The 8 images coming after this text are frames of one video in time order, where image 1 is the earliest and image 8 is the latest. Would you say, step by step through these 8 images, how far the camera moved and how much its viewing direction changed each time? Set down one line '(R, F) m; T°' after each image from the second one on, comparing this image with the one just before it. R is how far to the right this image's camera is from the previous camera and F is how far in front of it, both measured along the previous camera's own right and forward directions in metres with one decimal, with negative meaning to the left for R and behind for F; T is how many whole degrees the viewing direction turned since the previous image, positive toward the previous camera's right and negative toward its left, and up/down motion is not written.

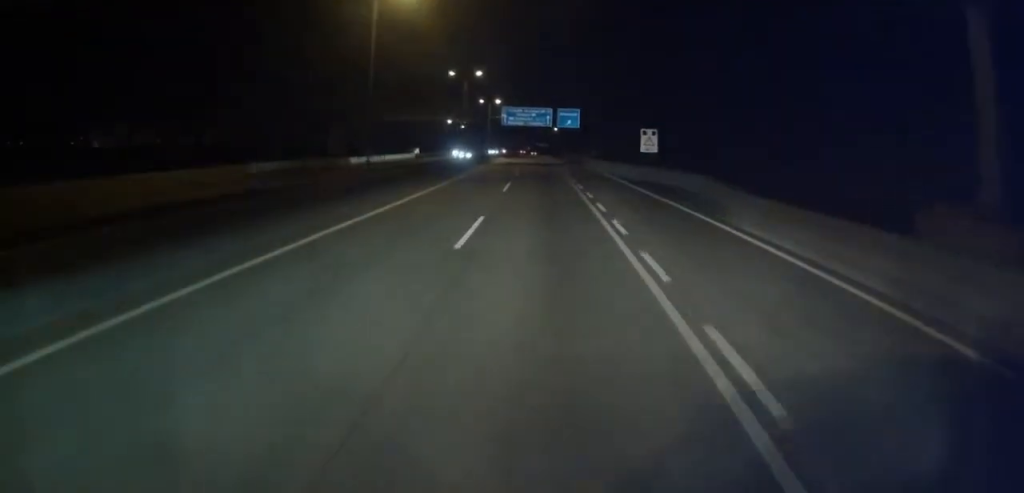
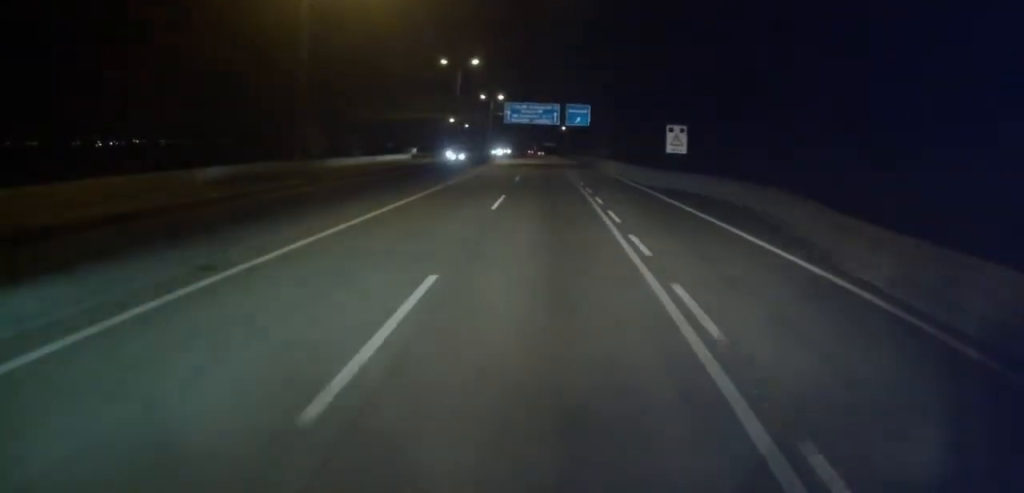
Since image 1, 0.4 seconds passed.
(+0.2, +8.9) m; 0°
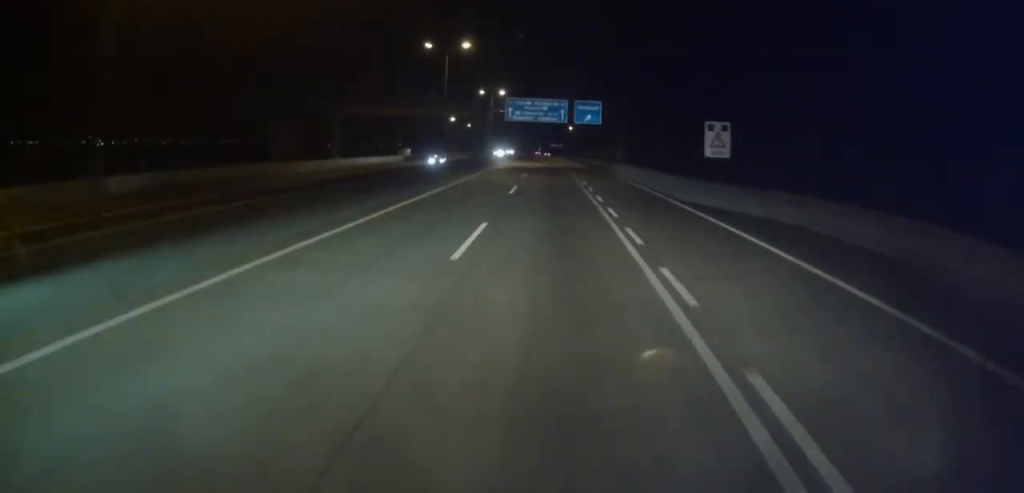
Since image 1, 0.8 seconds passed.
(-0.1, +9.8) m; -1°
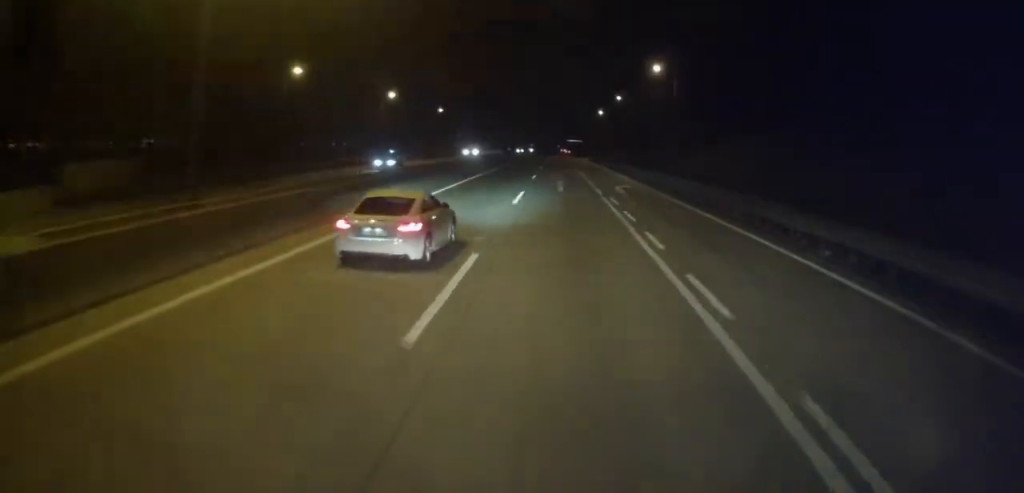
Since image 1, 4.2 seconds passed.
(-3.0, +80.1) m; -3°
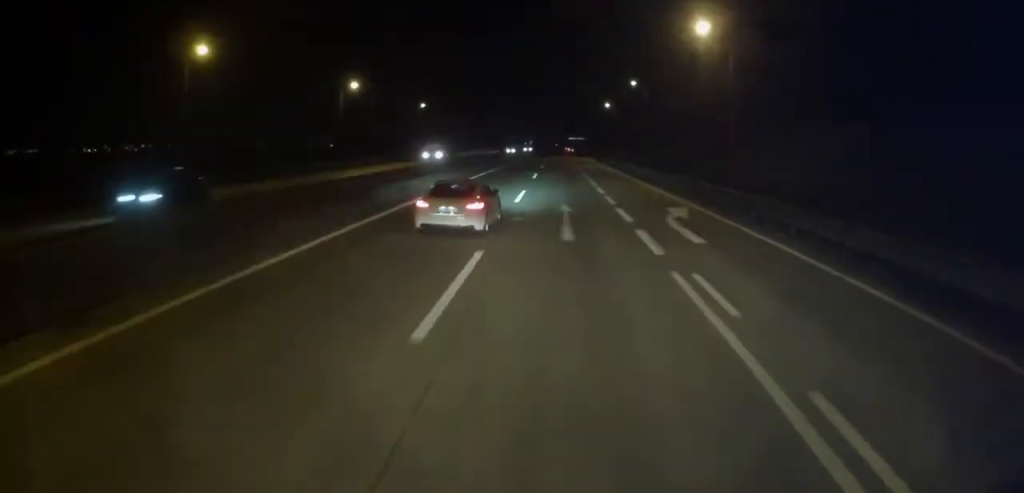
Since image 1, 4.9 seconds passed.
(+0.1, +20.6) m; +1°
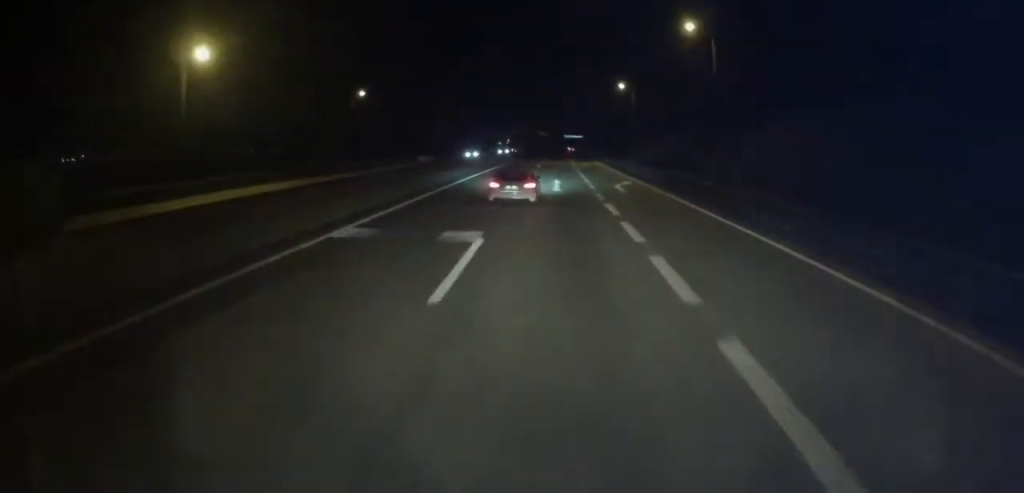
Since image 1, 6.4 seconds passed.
(+0.4, +38.0) m; 0°
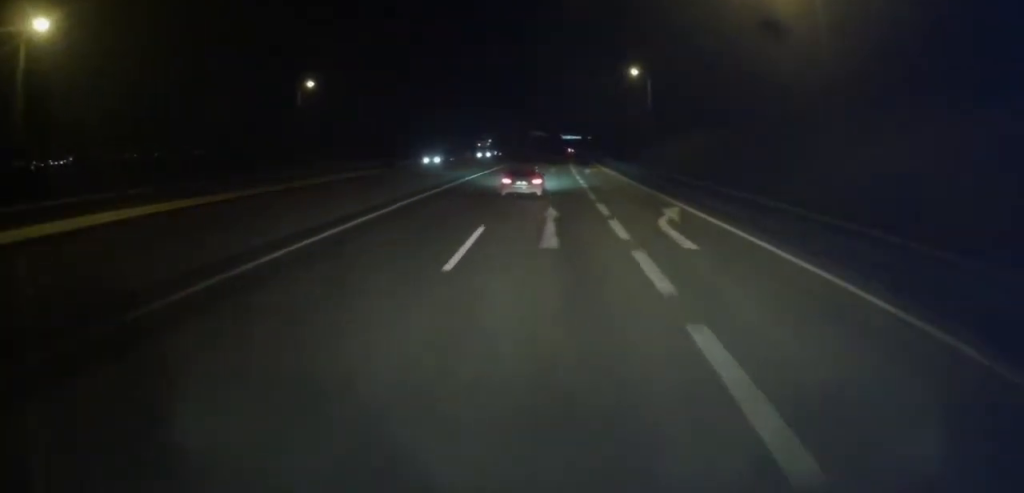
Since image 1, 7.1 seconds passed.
(-0.1, +16.8) m; 0°
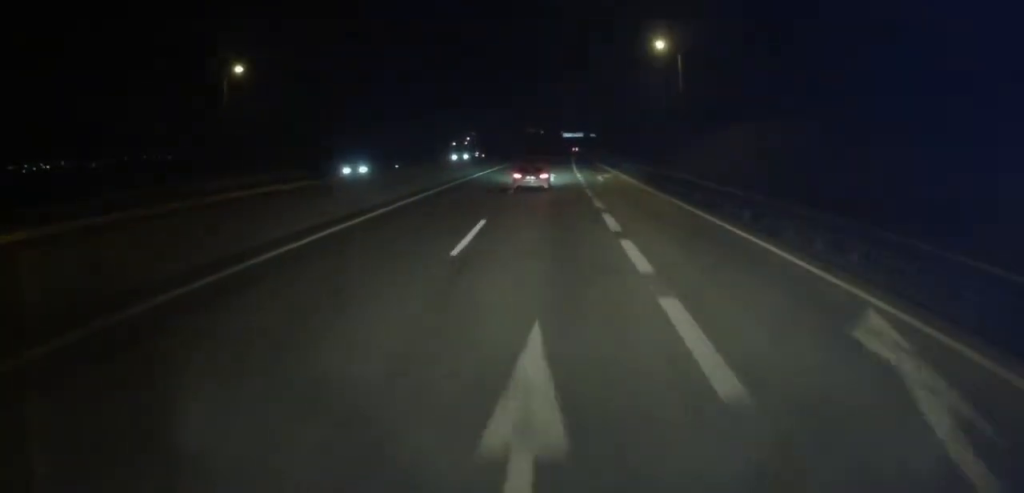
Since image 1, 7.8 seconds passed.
(0.0, +15.0) m; 0°
